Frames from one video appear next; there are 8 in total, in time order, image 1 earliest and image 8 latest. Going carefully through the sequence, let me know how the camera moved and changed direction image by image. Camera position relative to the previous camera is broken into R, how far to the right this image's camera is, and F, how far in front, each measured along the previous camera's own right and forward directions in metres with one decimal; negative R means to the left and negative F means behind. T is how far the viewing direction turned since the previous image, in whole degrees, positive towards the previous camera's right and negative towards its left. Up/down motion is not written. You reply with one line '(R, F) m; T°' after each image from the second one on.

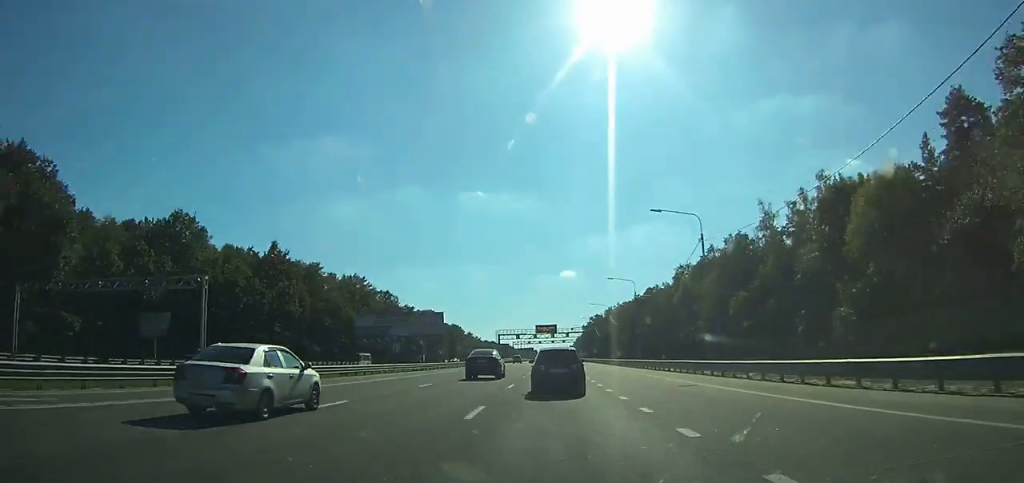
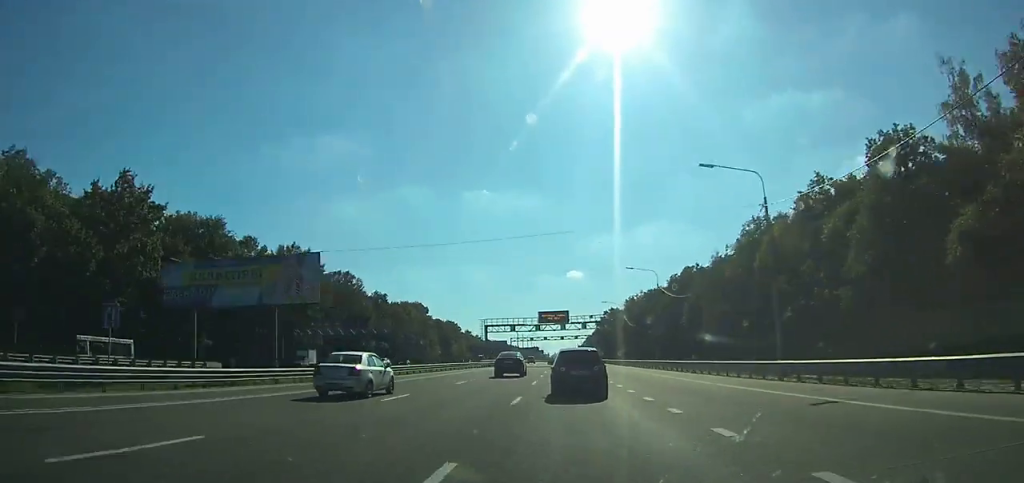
(0.0, +44.0) m; 0°
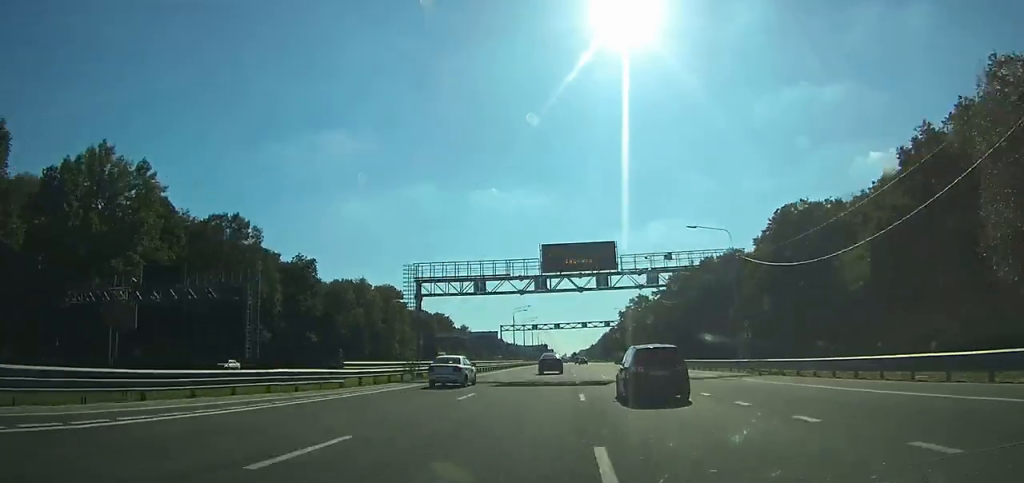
(-0.4, +60.8) m; 0°
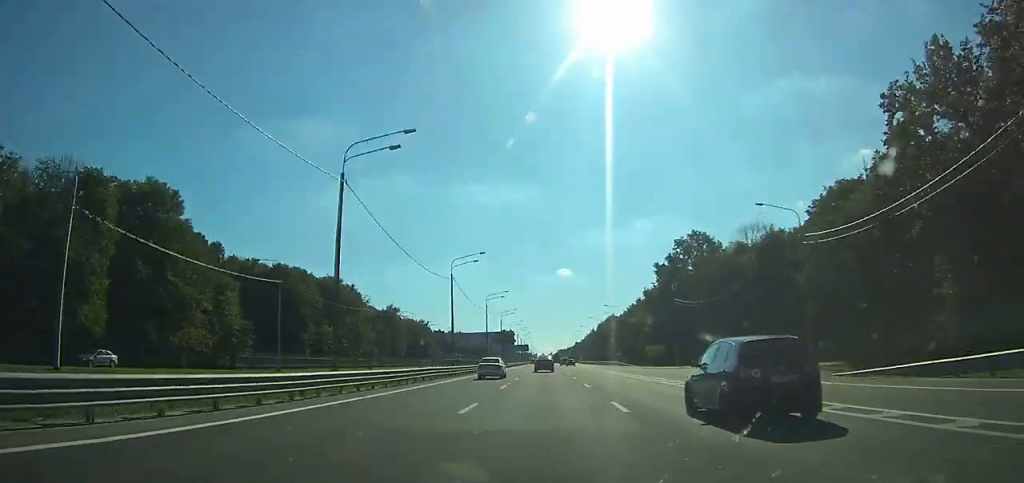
(+1.1, +113.6) m; +1°
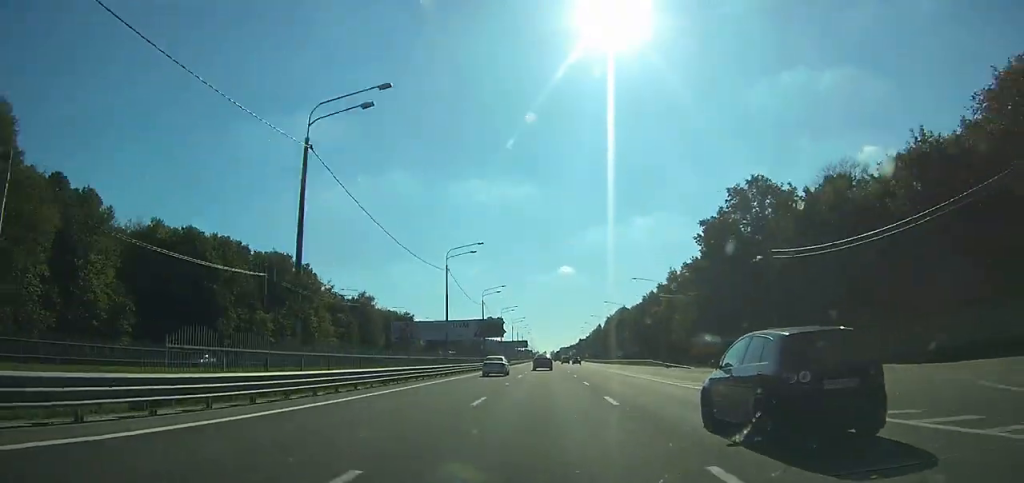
(+0.1, +33.4) m; 0°
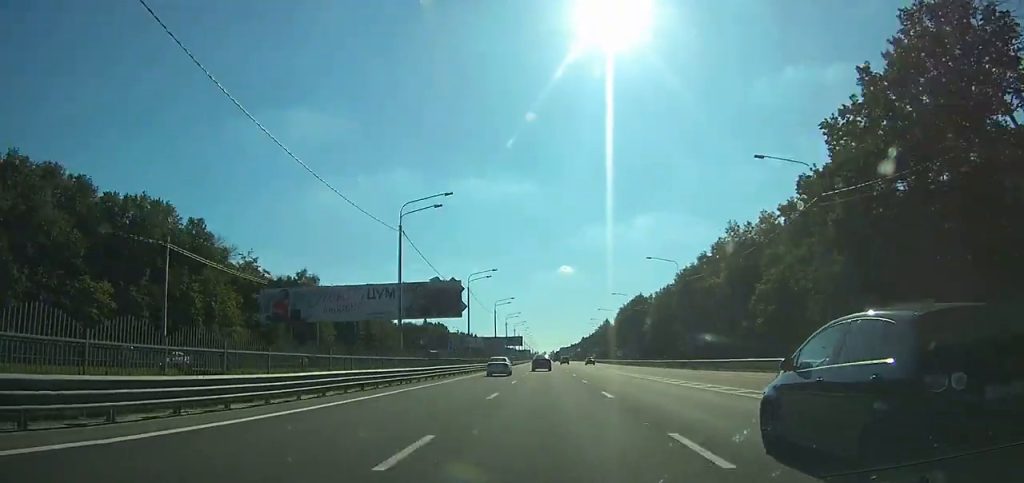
(+0.1, +43.9) m; 0°
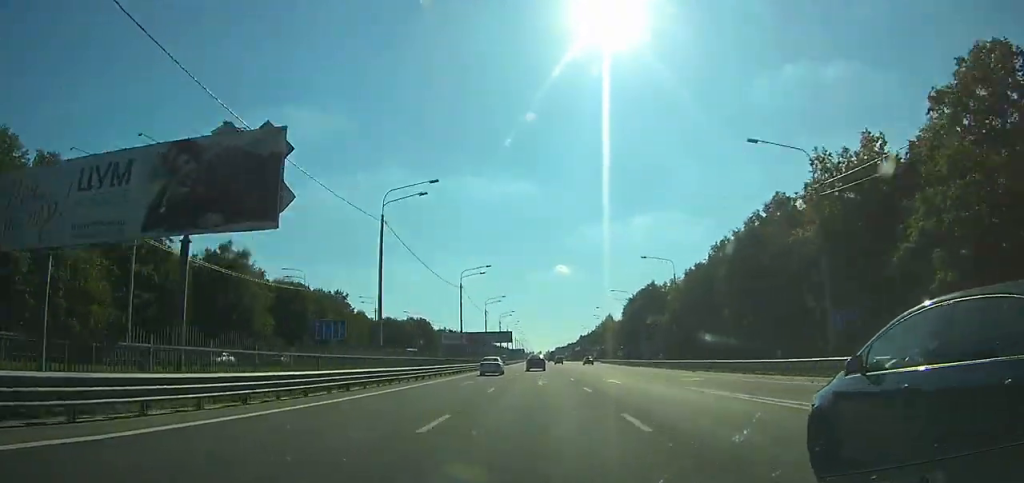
(0.0, +31.8) m; 0°
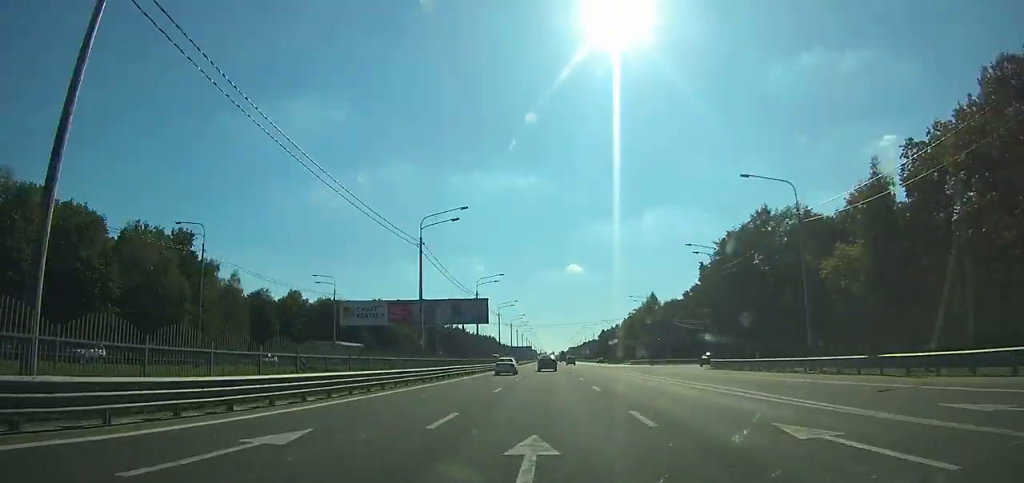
(-0.3, +84.9) m; 0°
